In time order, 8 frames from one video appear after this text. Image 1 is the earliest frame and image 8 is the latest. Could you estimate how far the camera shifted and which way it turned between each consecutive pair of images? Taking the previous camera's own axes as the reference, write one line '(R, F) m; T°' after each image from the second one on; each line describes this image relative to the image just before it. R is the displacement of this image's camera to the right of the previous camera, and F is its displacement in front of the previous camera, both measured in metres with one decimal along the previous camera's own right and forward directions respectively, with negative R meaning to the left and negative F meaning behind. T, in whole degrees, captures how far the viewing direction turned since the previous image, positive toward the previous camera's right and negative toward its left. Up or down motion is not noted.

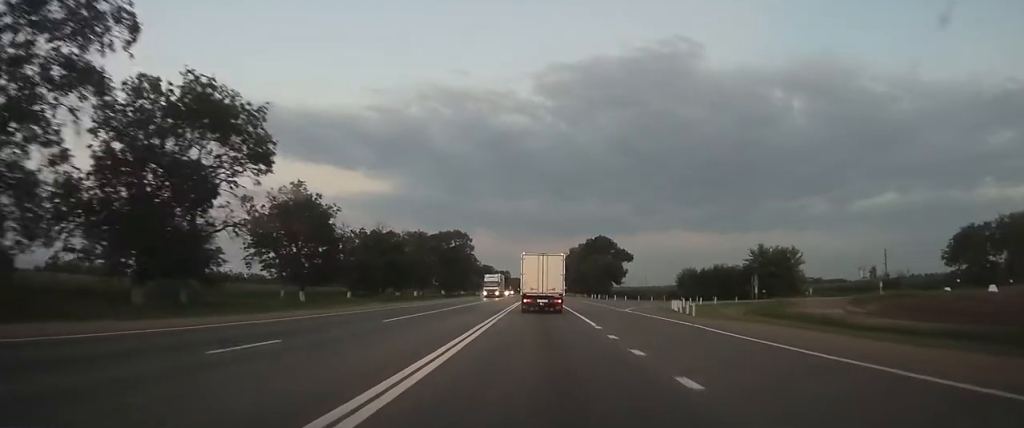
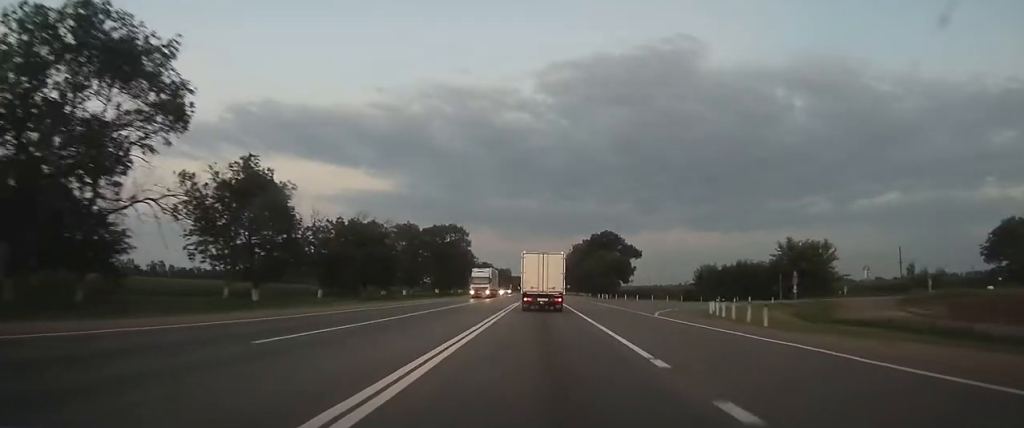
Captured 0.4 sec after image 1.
(0.0, +10.1) m; 0°
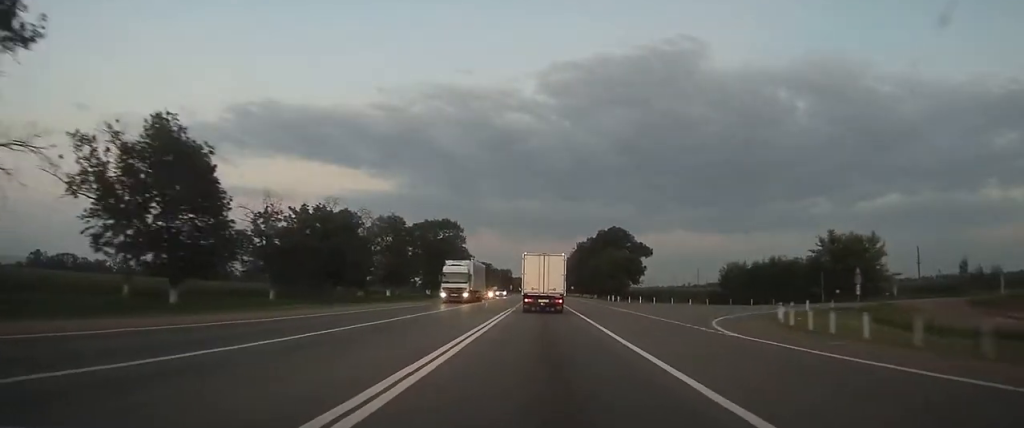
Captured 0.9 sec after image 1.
(0.0, +11.7) m; 0°
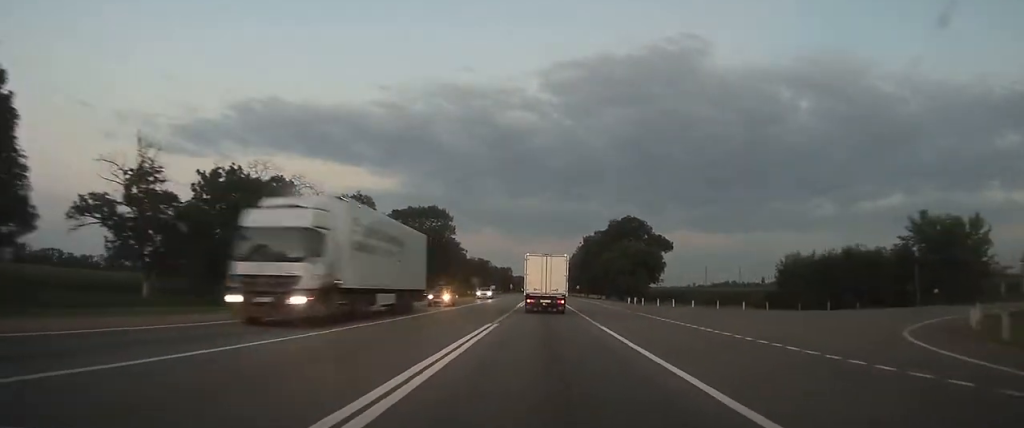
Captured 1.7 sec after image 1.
(0.0, +17.9) m; 0°
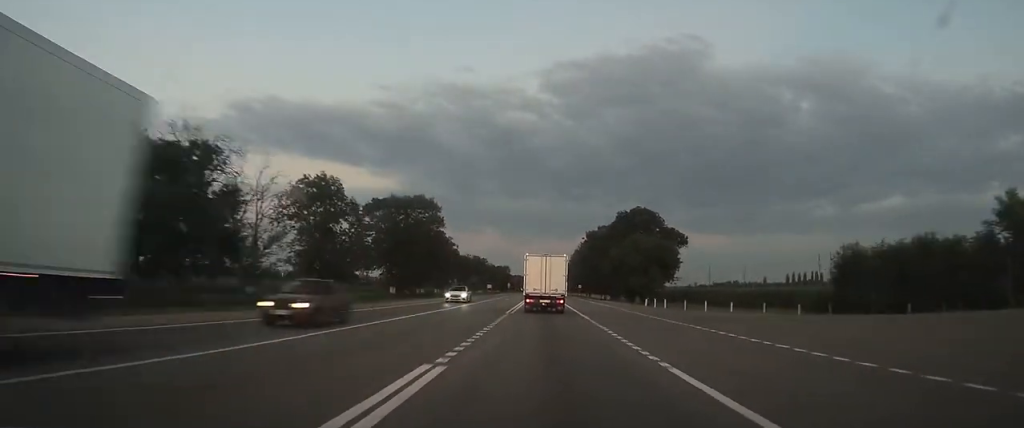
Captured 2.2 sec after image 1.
(0.0, +11.7) m; 0°
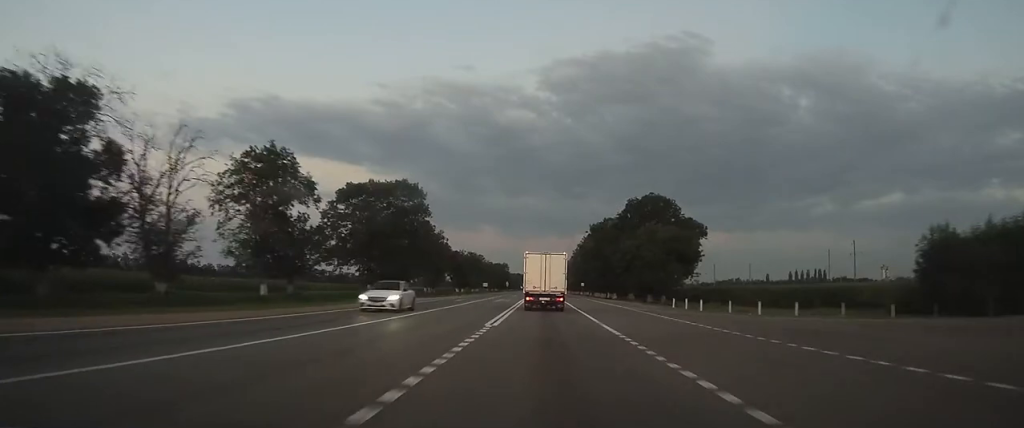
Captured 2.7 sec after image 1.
(0.0, +11.7) m; 0°
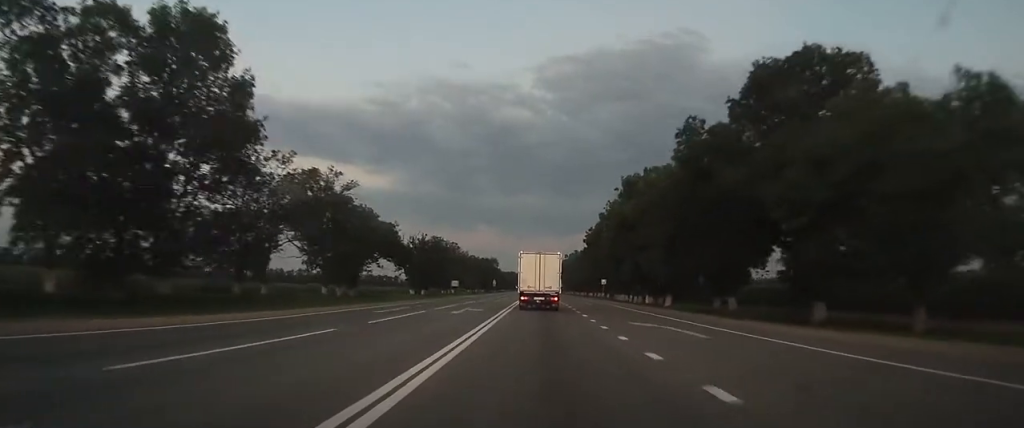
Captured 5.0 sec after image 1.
(+0.2, +53.5) m; +1°
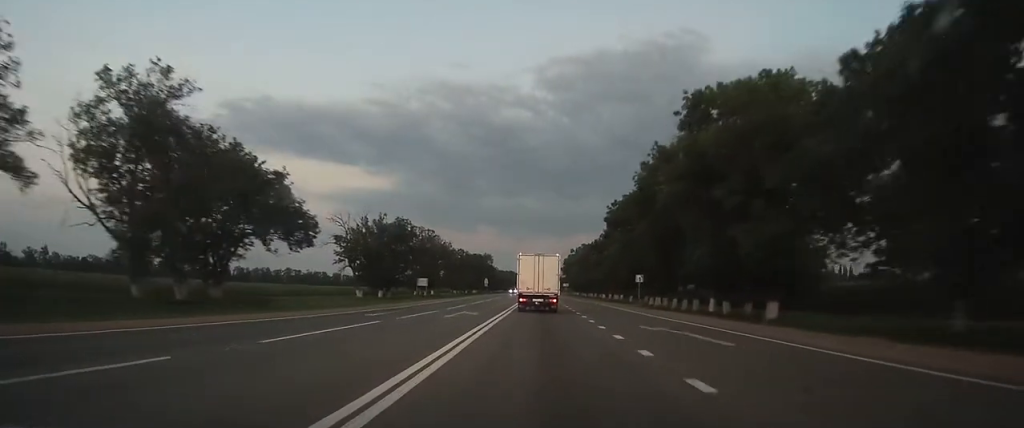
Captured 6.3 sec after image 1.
(0.0, +31.9) m; 0°
